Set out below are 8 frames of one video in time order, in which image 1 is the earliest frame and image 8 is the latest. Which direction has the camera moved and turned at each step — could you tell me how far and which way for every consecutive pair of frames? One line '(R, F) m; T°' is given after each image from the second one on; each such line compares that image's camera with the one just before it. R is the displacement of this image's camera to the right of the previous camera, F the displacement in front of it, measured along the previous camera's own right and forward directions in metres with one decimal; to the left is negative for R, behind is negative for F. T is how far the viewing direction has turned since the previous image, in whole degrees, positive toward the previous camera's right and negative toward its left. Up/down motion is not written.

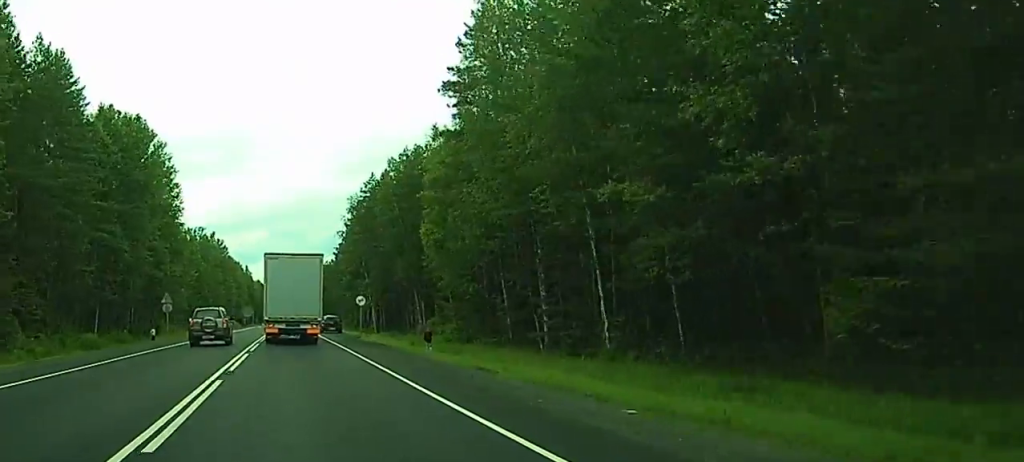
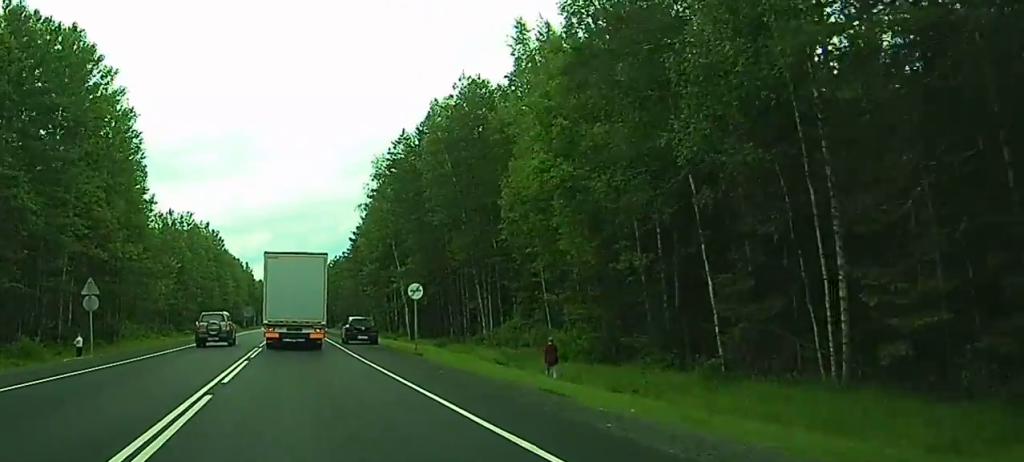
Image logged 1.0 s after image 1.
(-0.1, +26.4) m; 0°
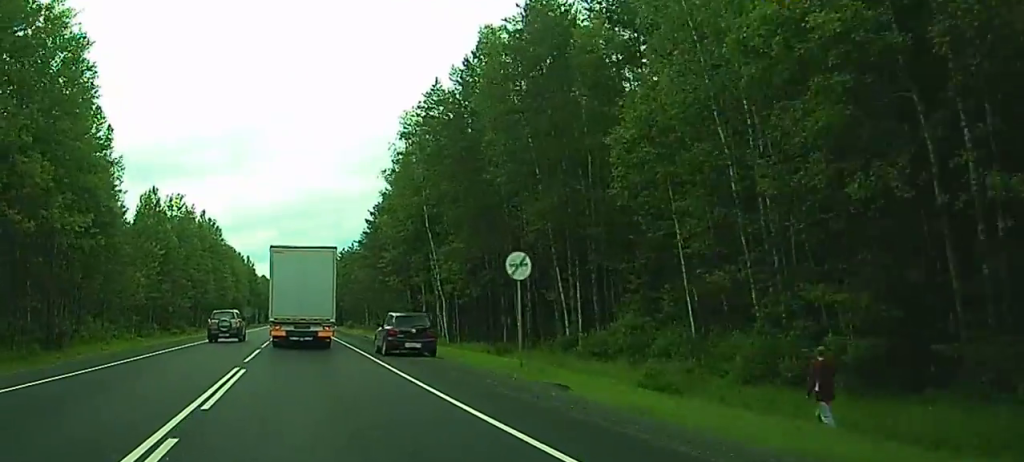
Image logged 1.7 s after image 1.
(0.0, +17.1) m; 0°
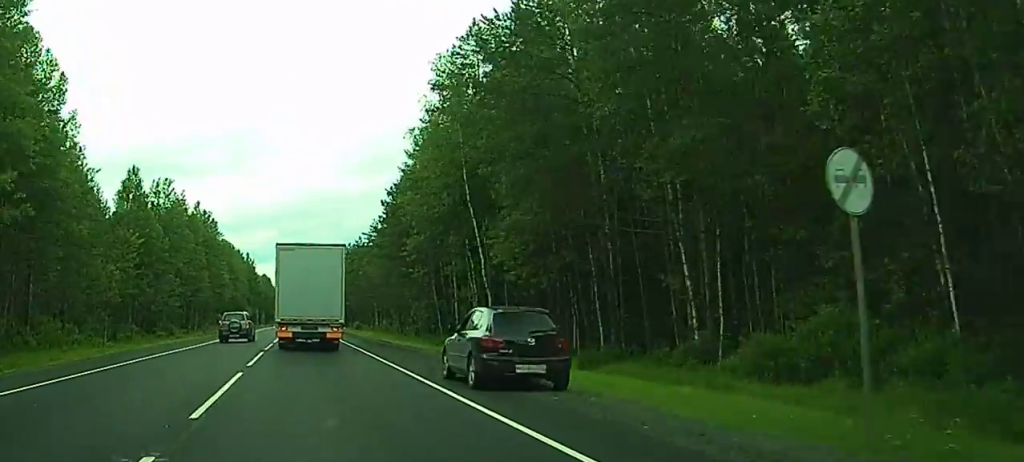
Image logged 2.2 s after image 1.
(0.0, +13.7) m; 0°
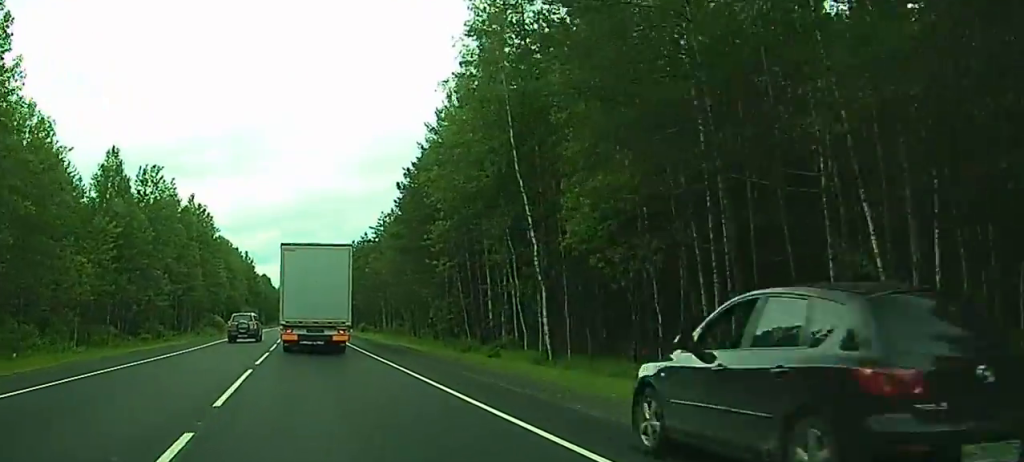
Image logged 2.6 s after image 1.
(0.0, +10.3) m; 0°
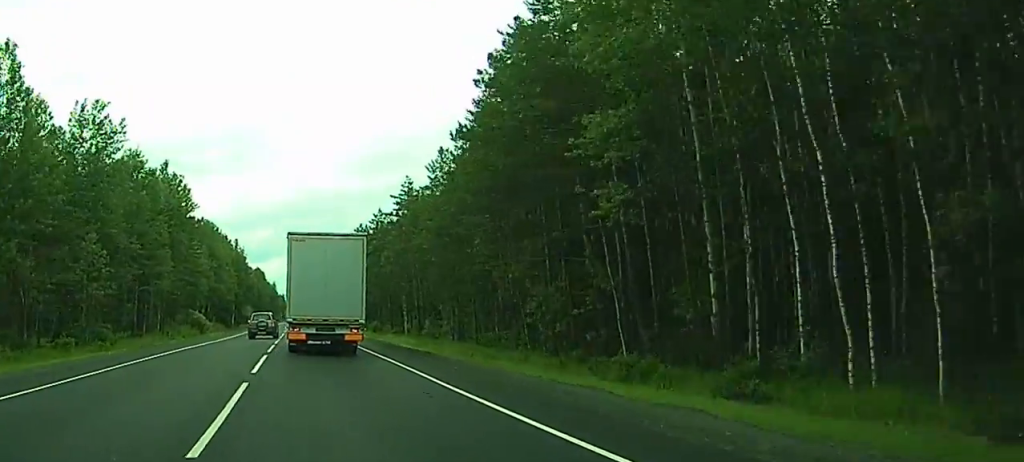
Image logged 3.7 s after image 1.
(-0.1, +28.4) m; 0°
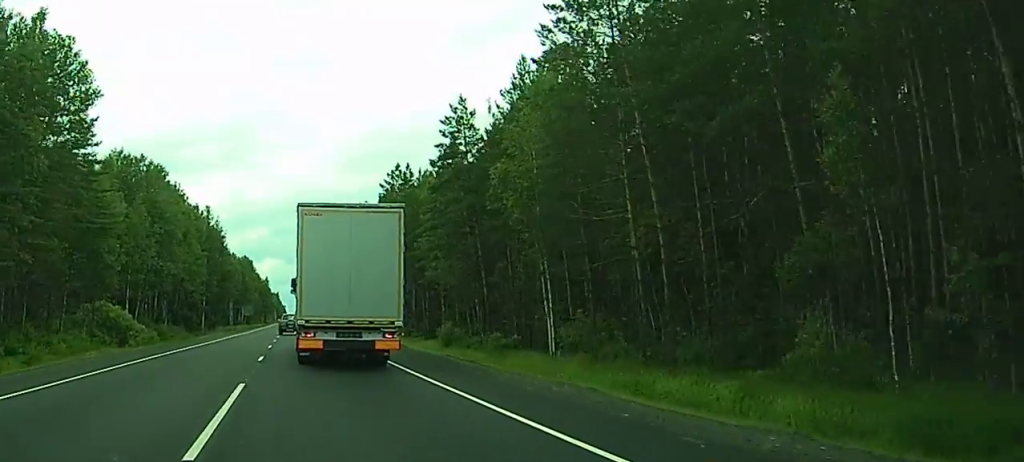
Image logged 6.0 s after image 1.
(+0.1, +59.7) m; 0°
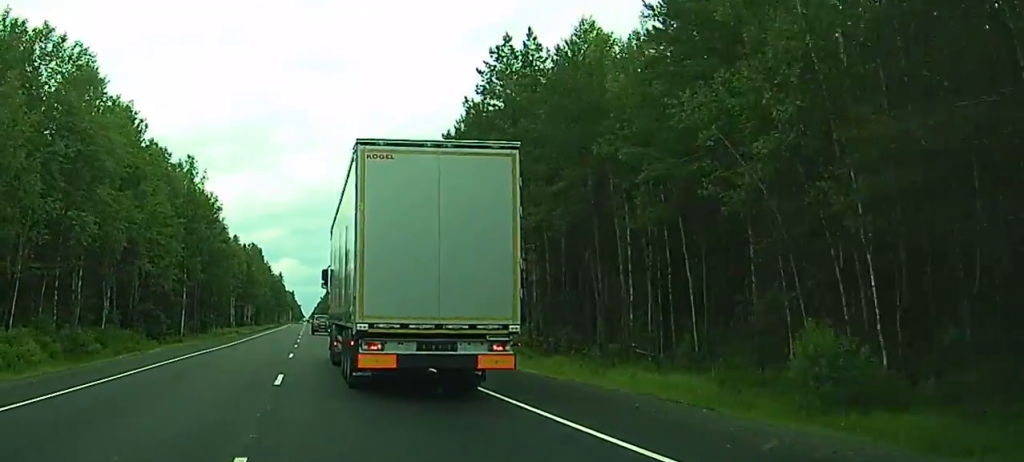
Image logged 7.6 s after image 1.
(+0.1, +44.0) m; 0°
